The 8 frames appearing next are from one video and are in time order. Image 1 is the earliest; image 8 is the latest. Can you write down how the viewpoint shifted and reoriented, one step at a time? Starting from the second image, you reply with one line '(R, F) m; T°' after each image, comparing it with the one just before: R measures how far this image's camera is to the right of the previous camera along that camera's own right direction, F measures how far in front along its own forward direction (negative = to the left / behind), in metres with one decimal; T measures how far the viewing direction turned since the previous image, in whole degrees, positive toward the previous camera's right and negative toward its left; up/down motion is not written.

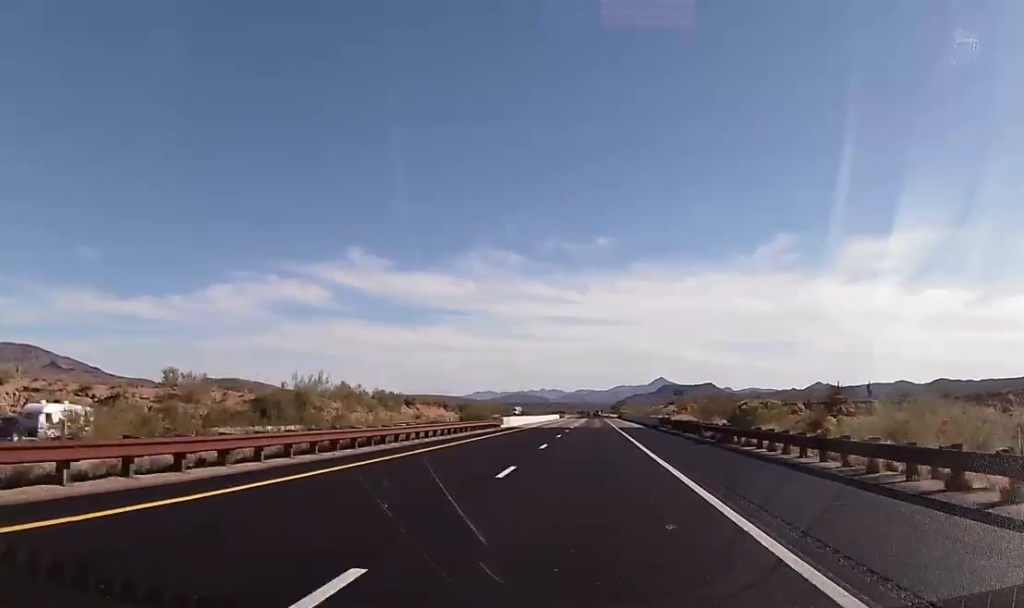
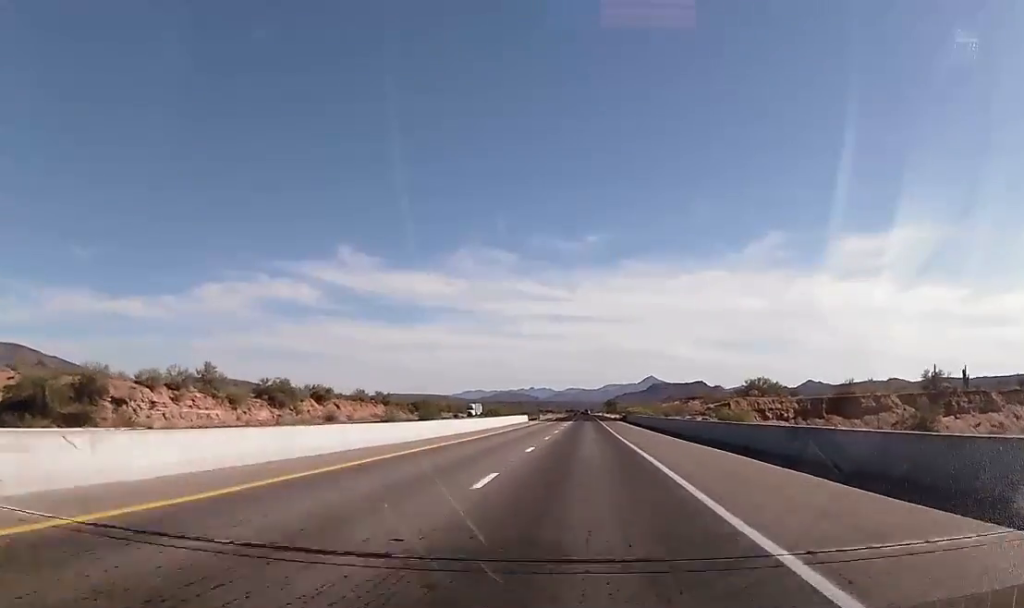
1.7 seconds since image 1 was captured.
(+0.1, +62.9) m; 0°
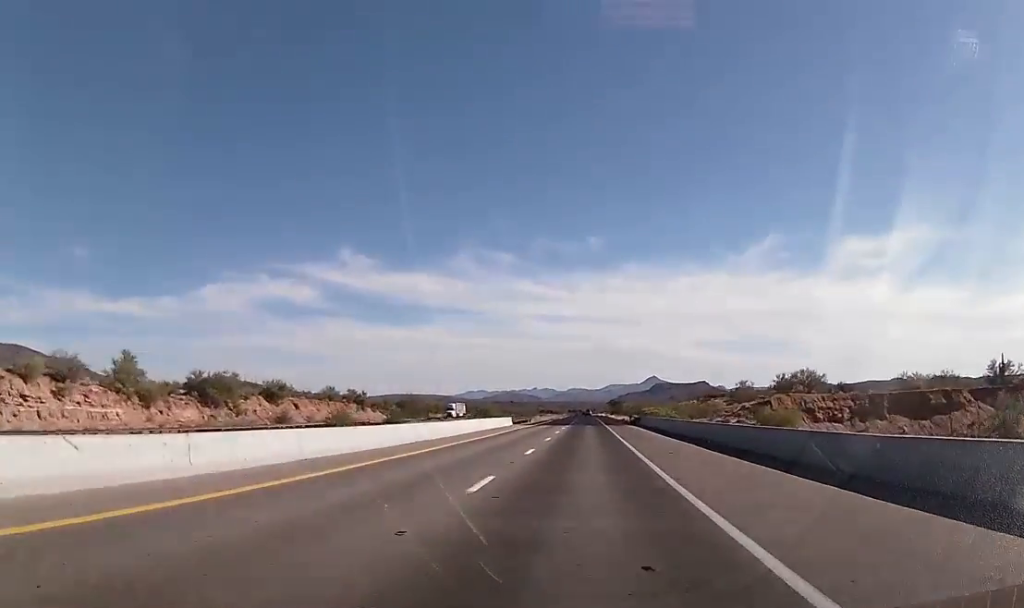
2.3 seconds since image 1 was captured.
(0.0, +23.9) m; 0°
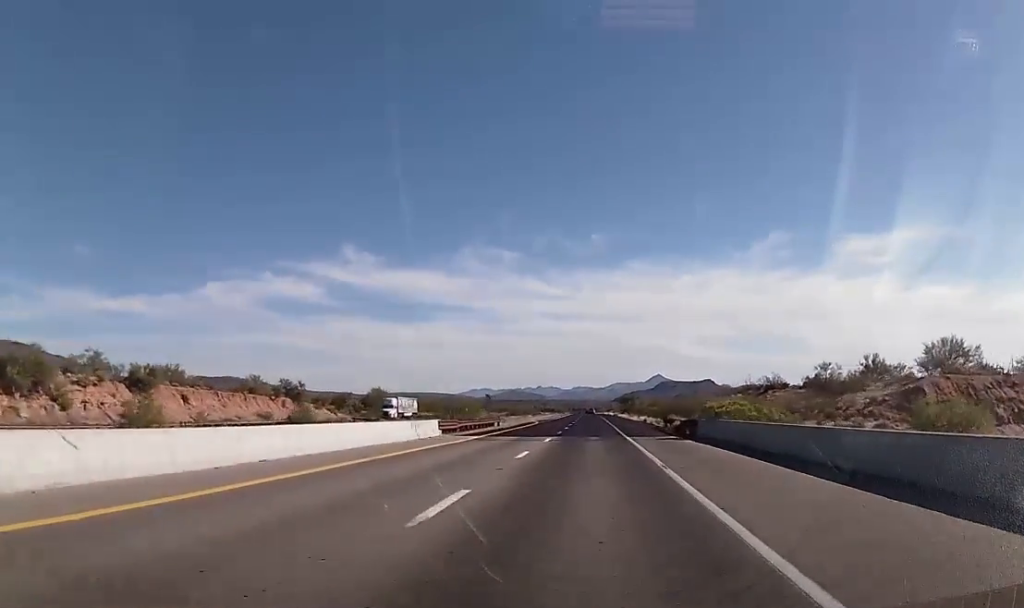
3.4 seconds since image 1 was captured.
(+0.2, +40.3) m; -1°
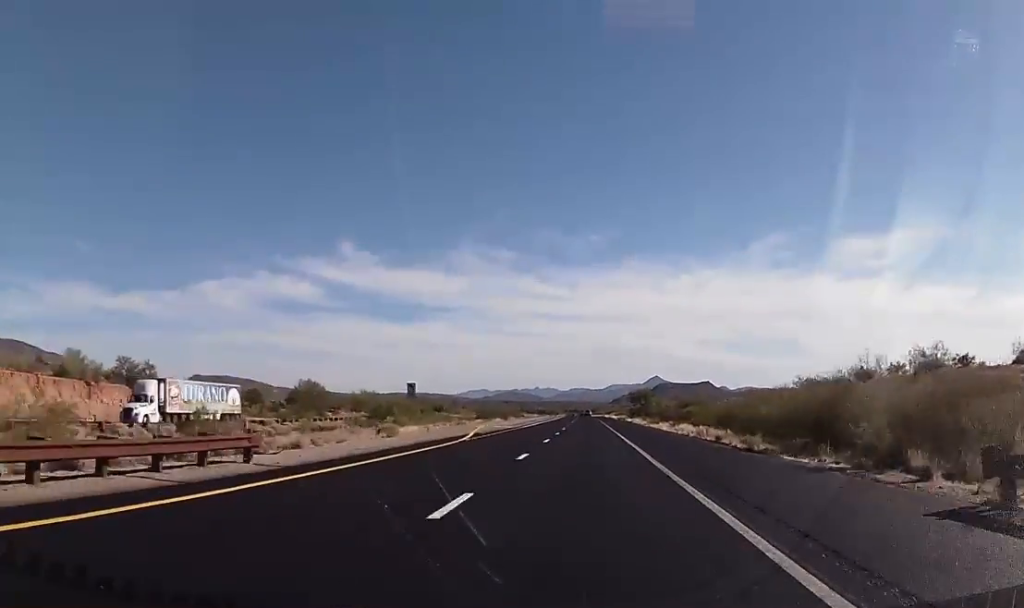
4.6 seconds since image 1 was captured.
(-0.9, +48.0) m; 0°
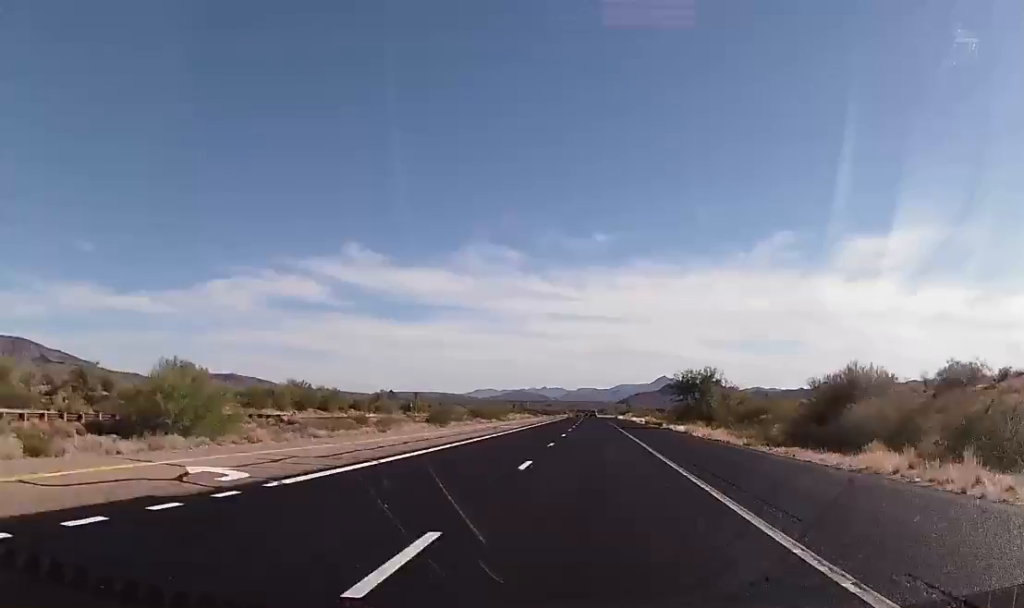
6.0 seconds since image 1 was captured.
(+0.7, +53.0) m; +1°
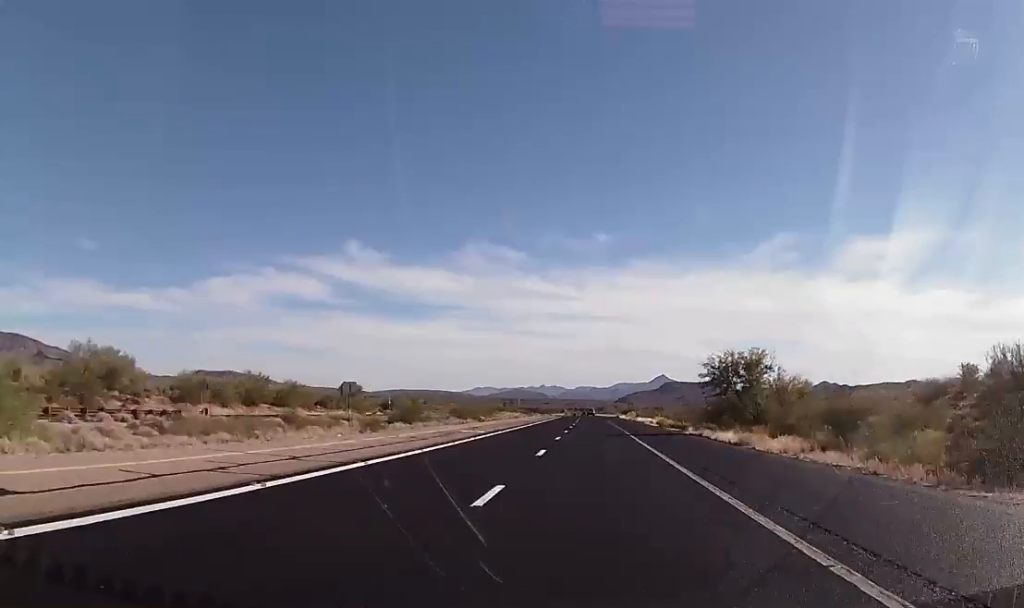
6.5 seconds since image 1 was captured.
(-0.3, +18.9) m; 0°
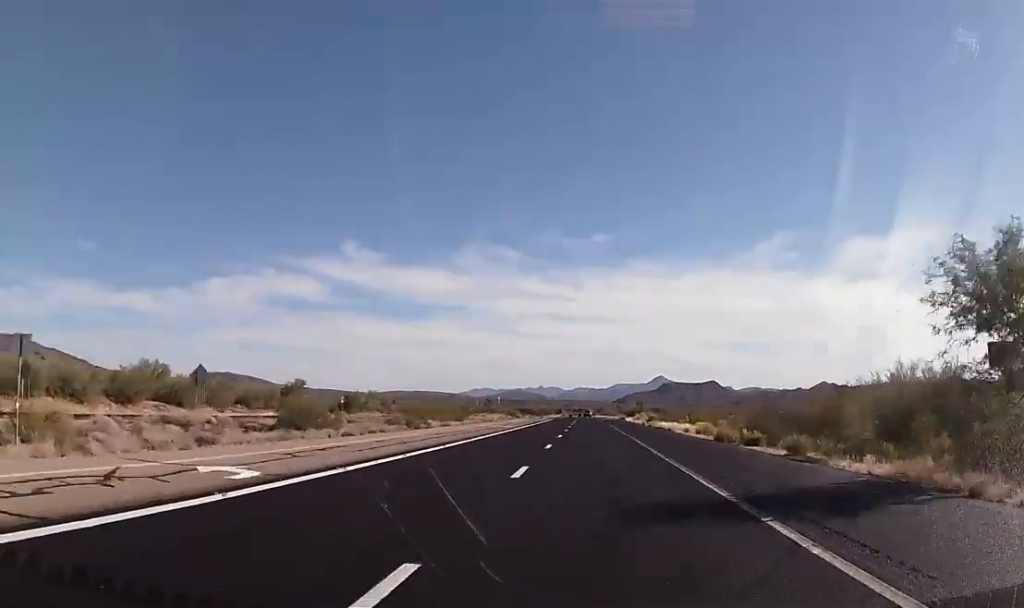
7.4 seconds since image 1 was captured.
(+0.6, +31.6) m; 0°
